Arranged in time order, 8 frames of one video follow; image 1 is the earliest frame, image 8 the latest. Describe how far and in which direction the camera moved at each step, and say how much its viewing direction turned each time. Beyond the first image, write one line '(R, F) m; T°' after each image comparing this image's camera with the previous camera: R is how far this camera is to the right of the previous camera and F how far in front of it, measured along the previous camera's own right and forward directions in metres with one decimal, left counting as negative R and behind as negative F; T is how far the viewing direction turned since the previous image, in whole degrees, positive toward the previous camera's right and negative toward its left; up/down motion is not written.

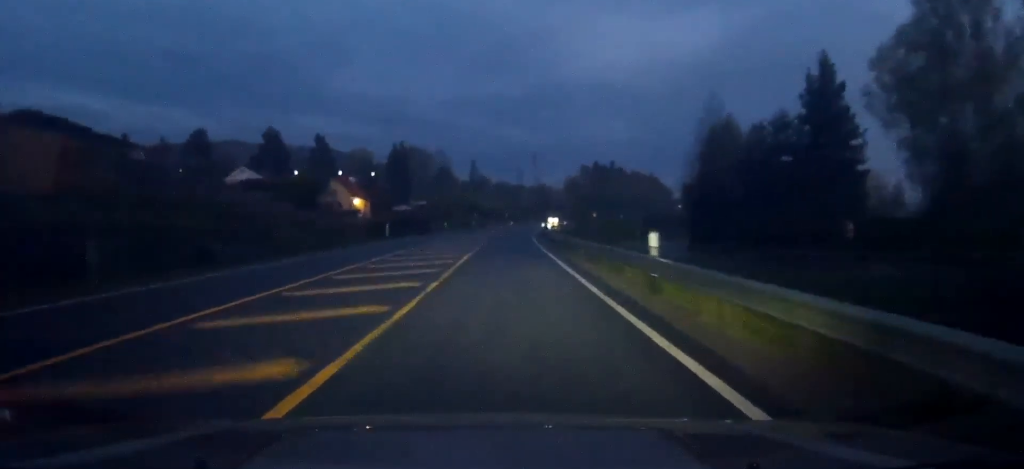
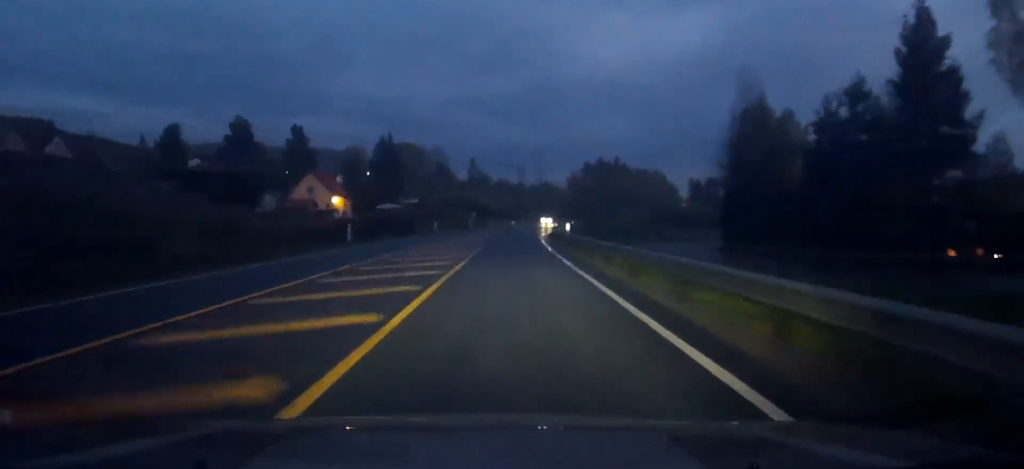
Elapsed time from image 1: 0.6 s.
(+0.1, +12.9) m; 0°
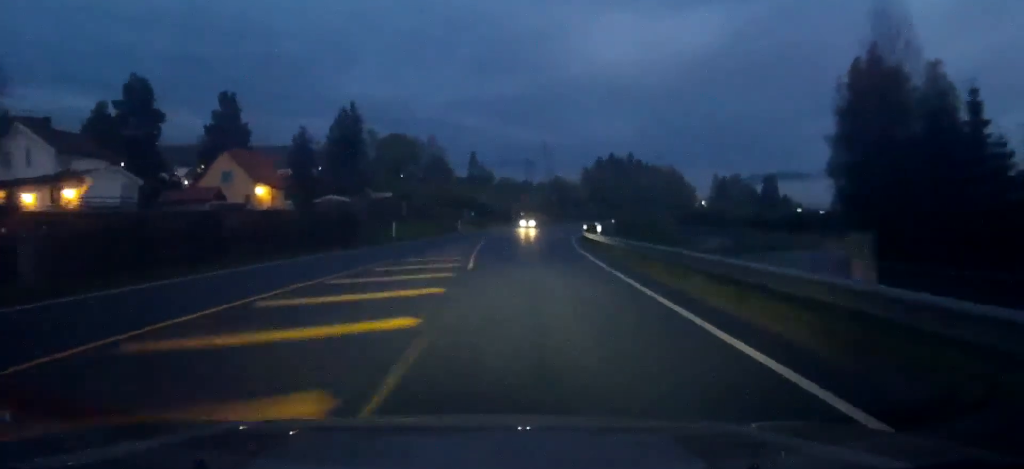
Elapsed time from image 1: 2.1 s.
(-0.2, +29.2) m; 0°
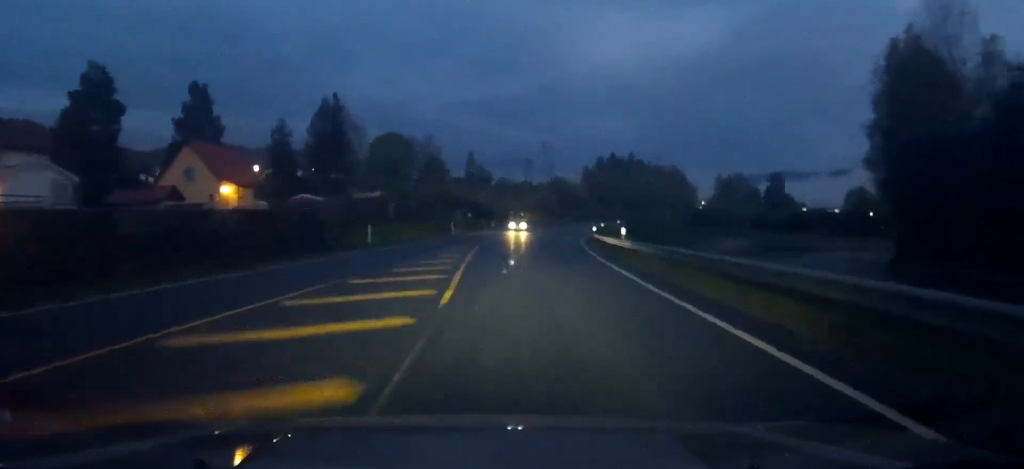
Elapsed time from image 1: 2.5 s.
(-0.1, +7.6) m; 0°
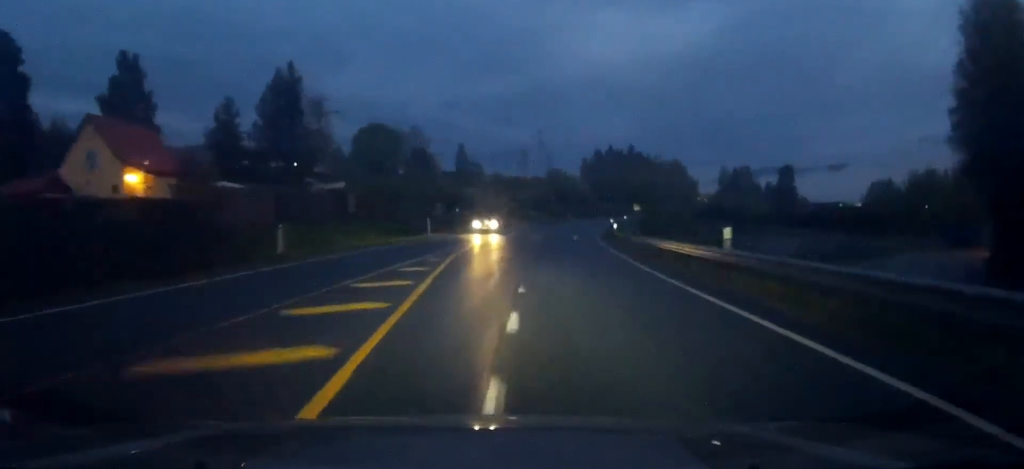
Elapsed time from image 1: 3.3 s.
(+0.1, +13.5) m; 0°
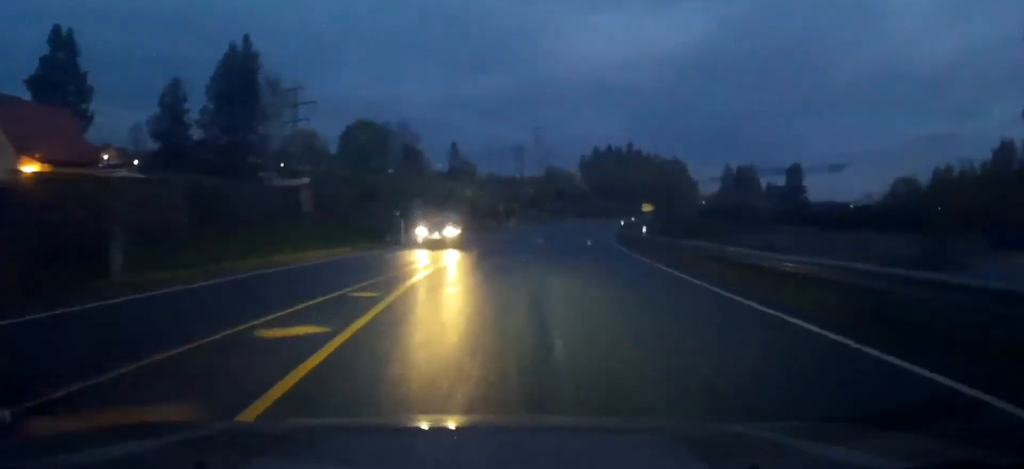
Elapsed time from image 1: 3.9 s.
(+0.1, +10.2) m; 0°
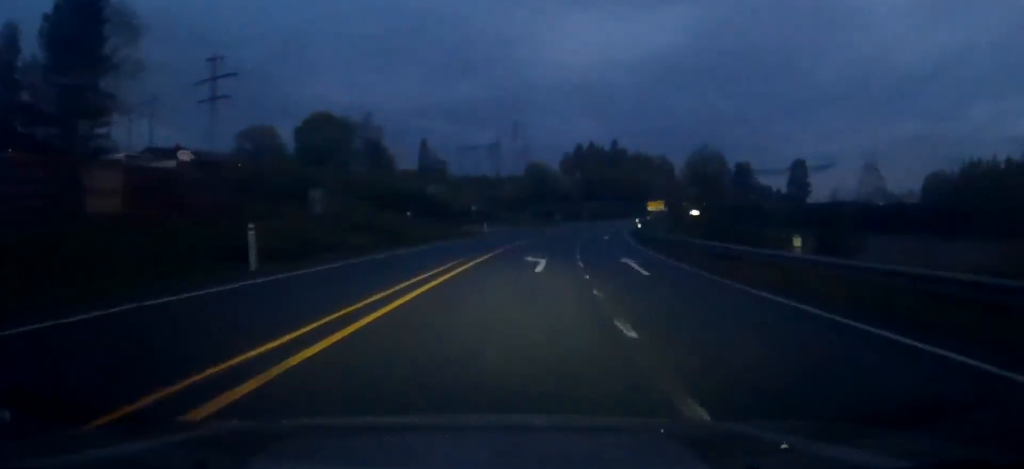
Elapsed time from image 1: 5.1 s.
(+0.1, +19.4) m; +1°
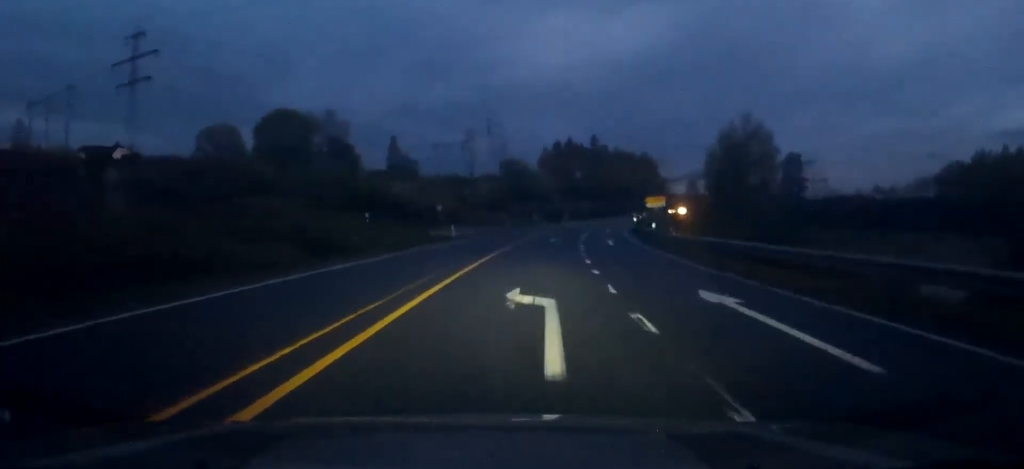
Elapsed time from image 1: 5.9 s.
(+0.1, +11.6) m; +2°
